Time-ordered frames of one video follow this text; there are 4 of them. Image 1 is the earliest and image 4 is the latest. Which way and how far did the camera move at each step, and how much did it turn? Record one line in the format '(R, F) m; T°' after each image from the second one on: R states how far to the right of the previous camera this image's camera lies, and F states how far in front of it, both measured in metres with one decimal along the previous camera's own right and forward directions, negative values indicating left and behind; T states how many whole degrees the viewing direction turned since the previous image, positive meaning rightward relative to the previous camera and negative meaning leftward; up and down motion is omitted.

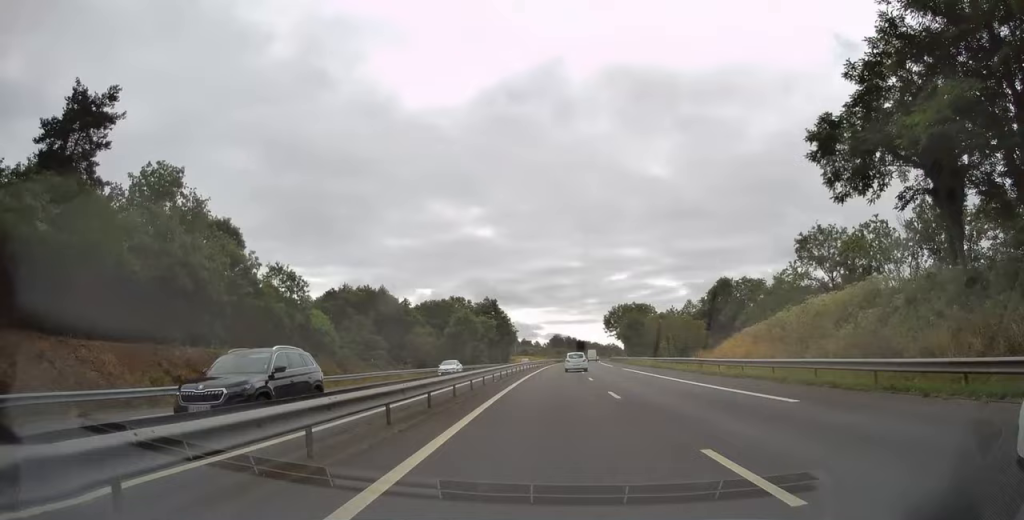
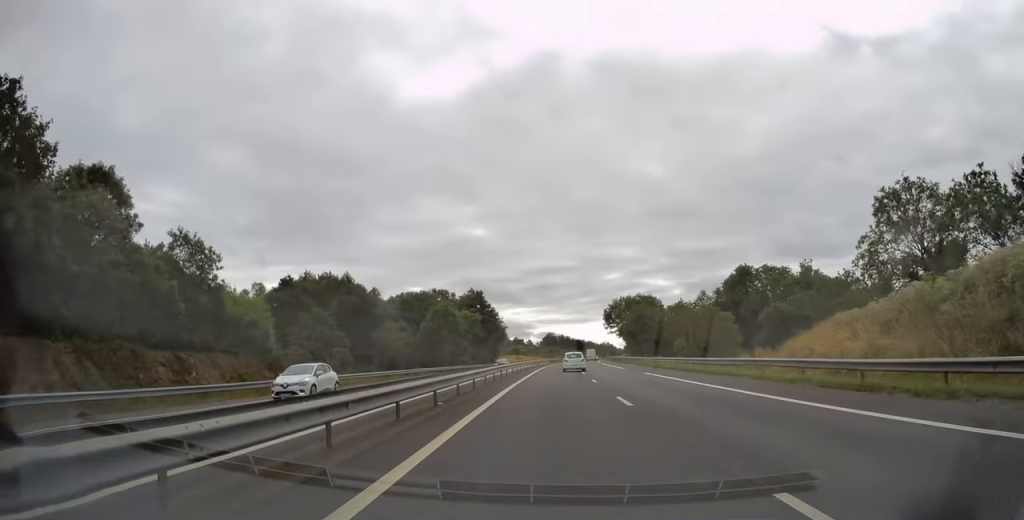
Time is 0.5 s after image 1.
(+0.2, +15.2) m; +1°
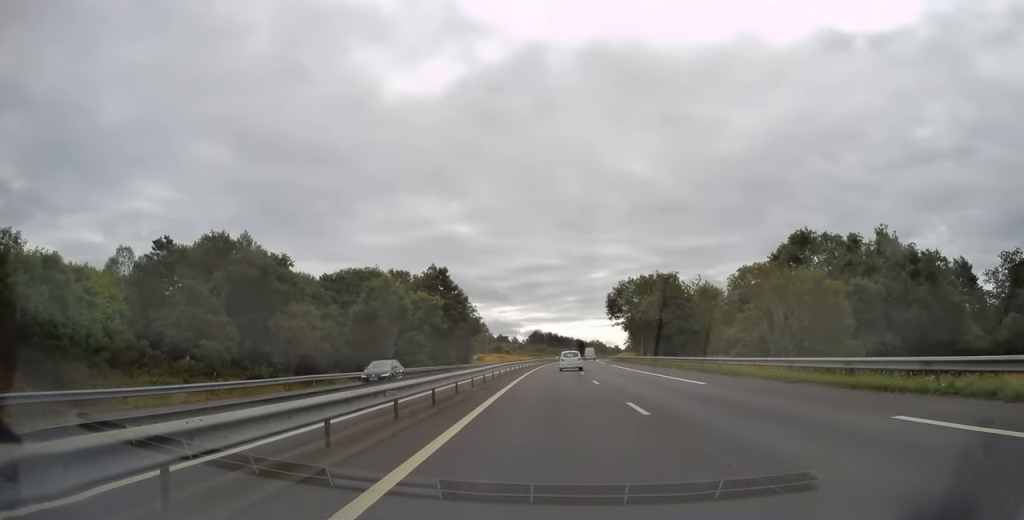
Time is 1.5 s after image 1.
(+0.2, +27.6) m; +1°
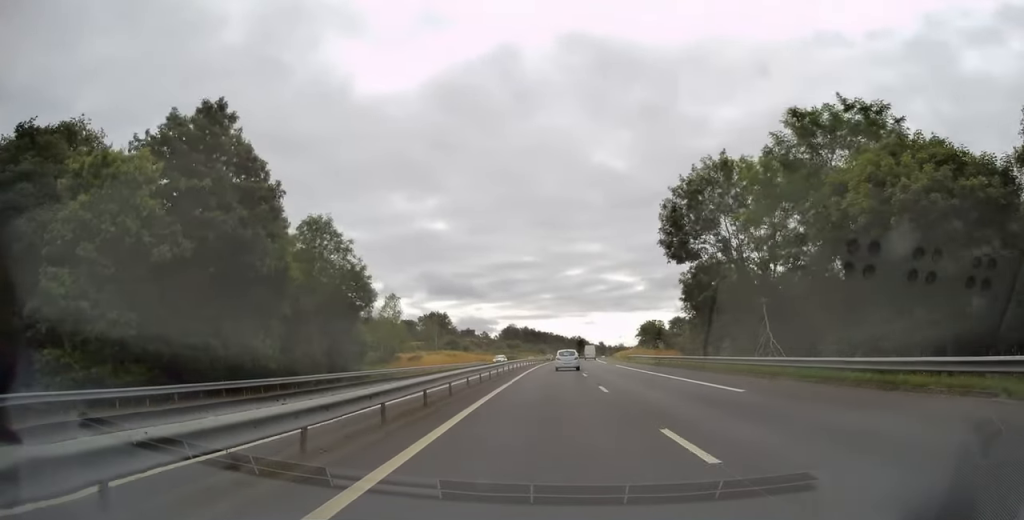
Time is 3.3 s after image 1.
(+1.3, +56.4) m; +2°
